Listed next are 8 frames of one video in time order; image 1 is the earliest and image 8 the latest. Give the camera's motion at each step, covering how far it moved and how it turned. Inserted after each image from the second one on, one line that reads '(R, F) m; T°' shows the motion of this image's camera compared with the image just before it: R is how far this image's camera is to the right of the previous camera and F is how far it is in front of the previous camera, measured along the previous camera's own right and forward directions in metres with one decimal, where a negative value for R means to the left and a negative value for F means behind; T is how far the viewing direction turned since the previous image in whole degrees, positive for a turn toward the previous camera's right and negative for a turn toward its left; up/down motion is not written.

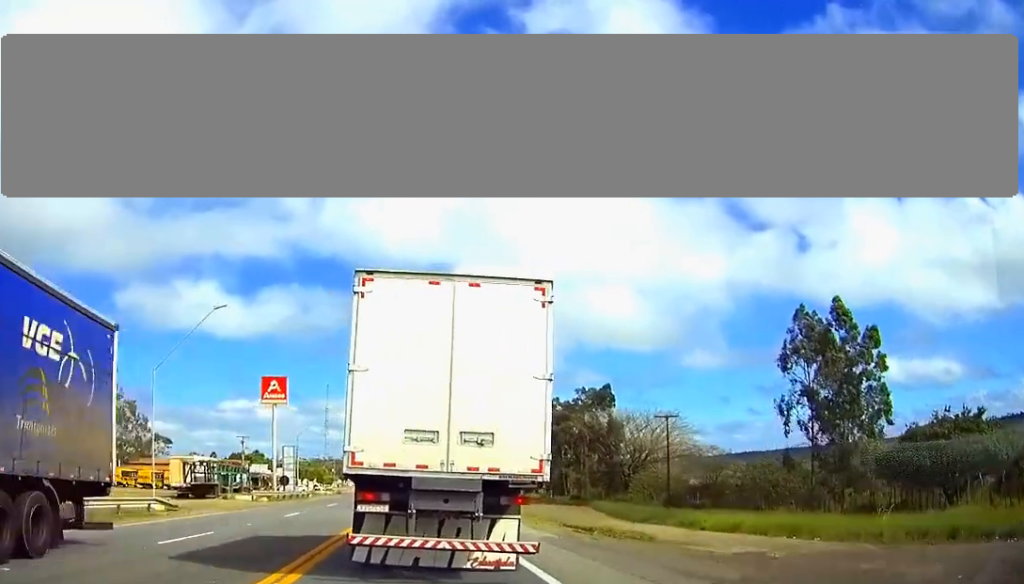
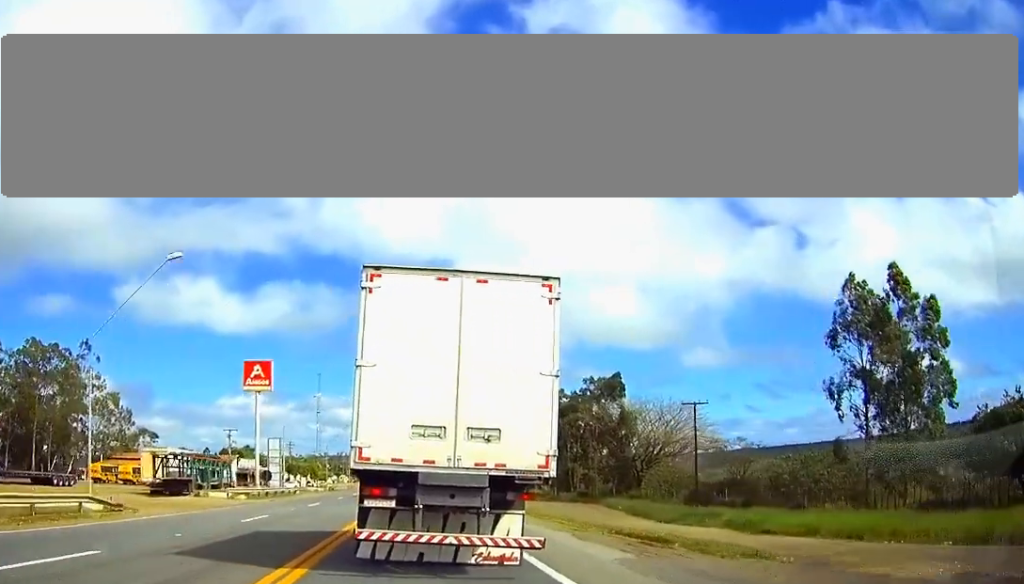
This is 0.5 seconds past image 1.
(0.0, +7.9) m; 0°
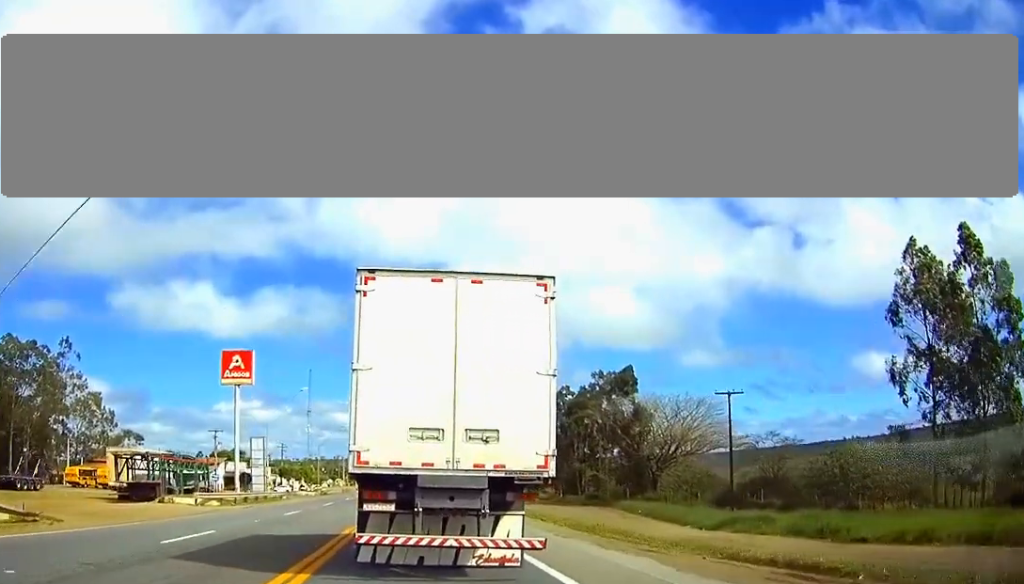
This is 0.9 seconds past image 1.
(0.0, +7.9) m; 0°
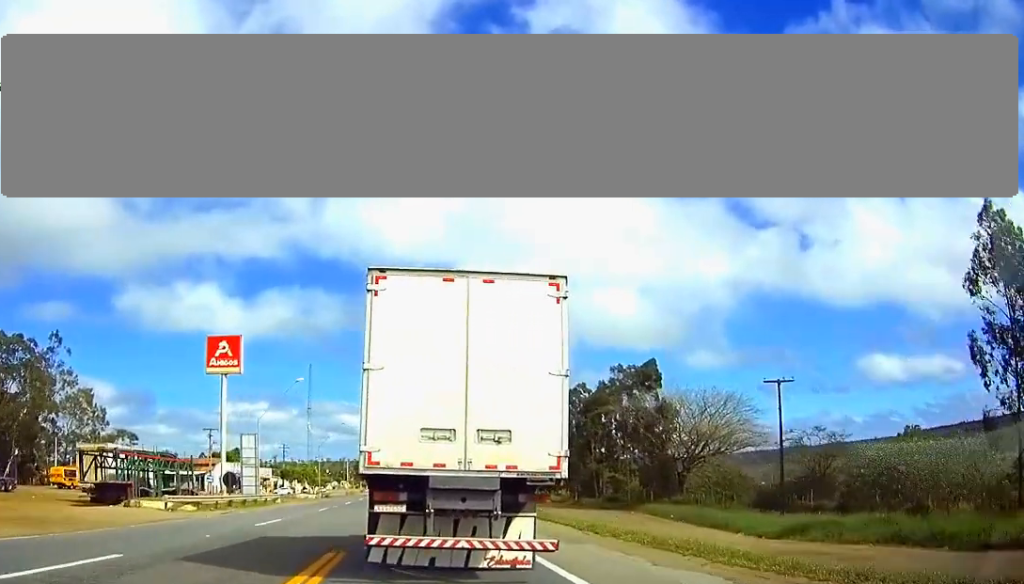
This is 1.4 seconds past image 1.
(0.0, +7.4) m; 0°
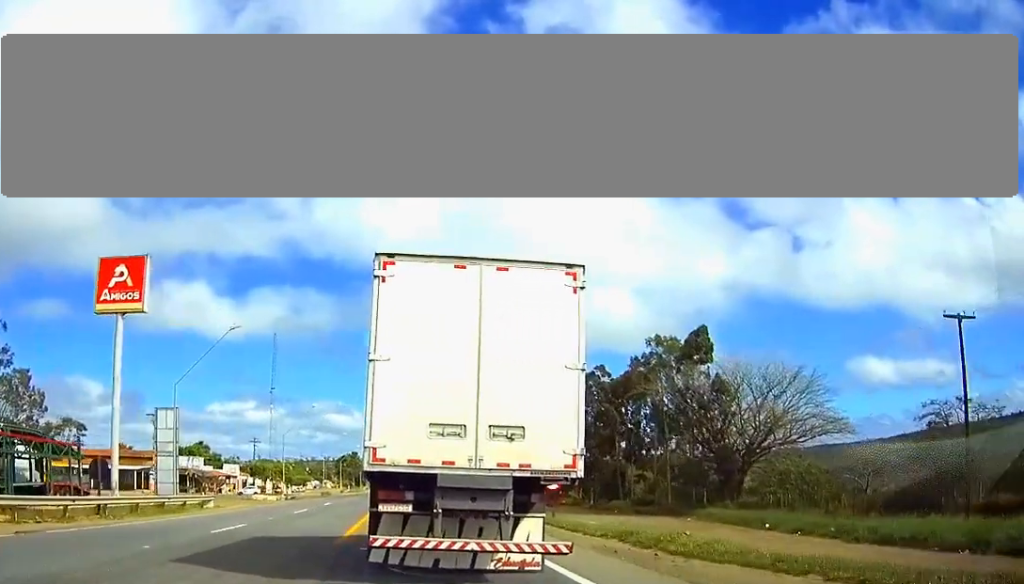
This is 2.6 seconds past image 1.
(0.0, +20.6) m; 0°
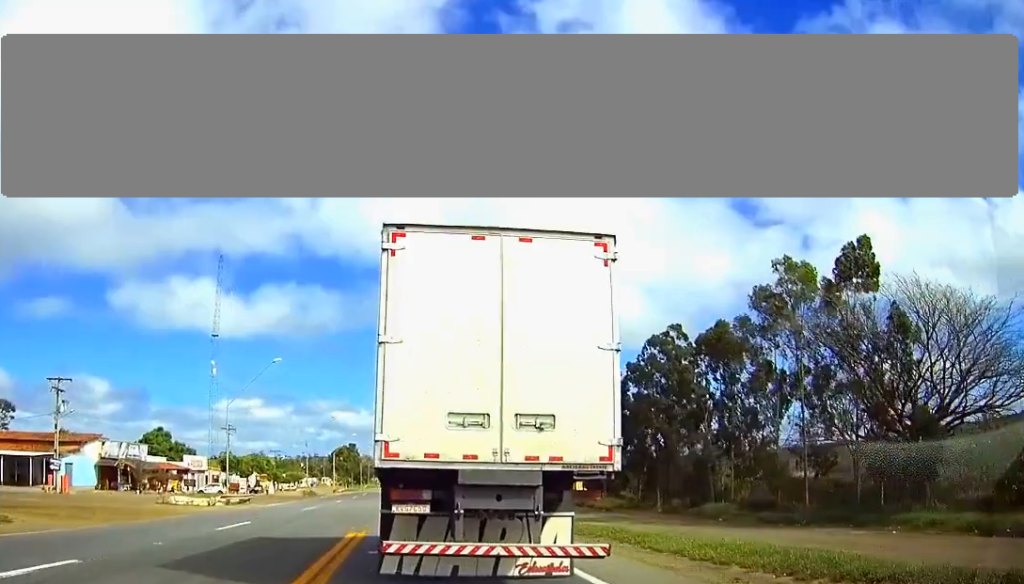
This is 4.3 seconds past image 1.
(0.0, +29.4) m; 0°
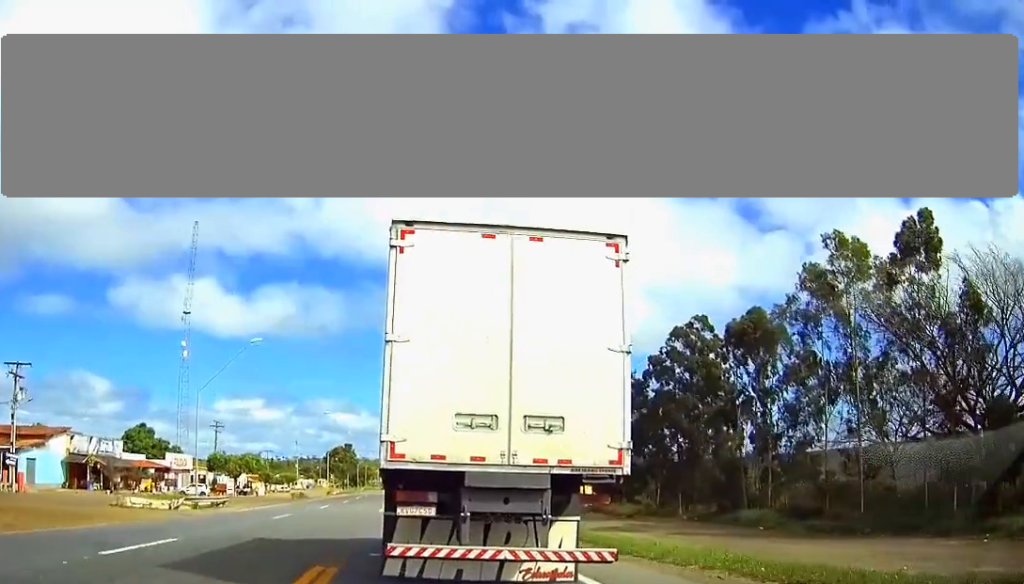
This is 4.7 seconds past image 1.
(0.0, +8.1) m; 0°
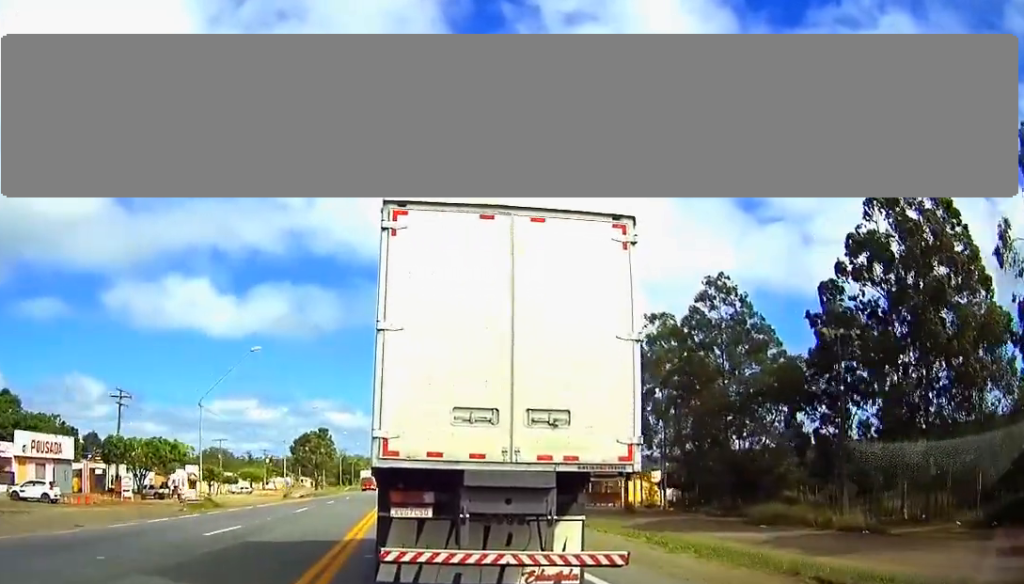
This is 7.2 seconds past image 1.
(+0.1, +42.0) m; 0°
